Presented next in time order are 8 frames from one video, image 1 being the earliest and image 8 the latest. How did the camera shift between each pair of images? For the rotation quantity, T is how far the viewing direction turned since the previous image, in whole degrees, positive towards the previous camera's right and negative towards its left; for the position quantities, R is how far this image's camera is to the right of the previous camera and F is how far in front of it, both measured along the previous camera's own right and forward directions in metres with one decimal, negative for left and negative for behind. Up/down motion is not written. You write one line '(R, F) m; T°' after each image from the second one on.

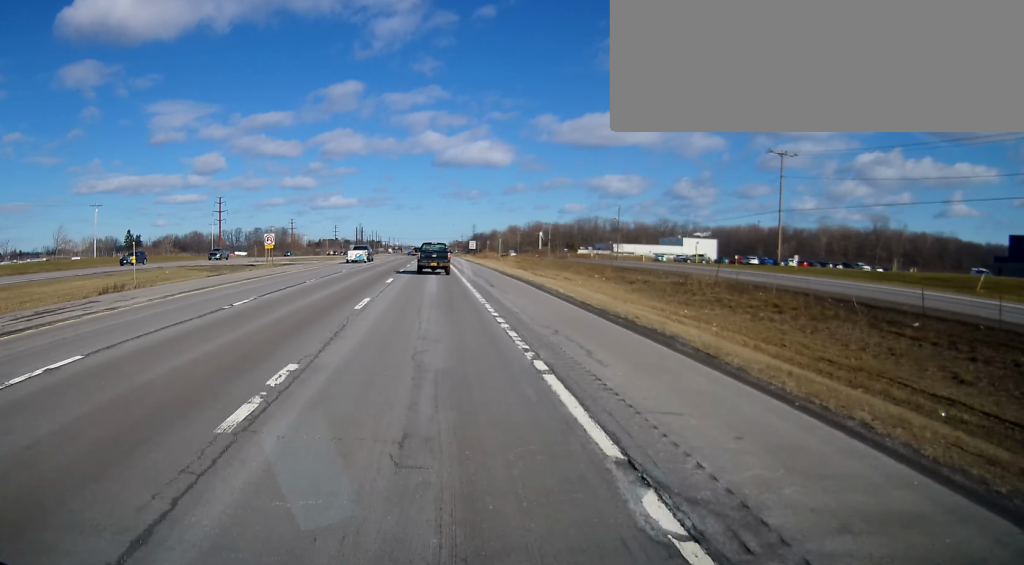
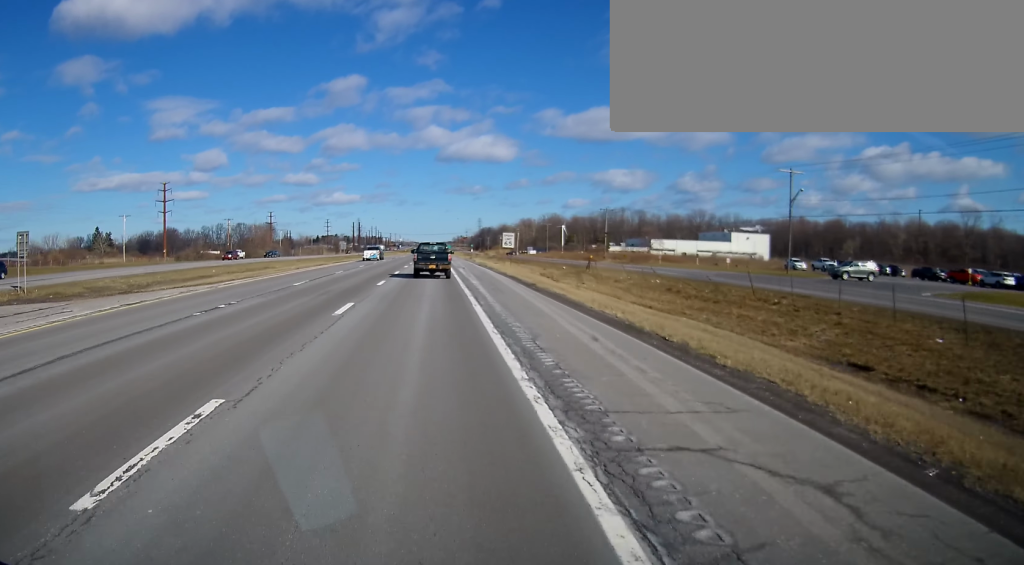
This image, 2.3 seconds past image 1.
(+0.2, +62.4) m; 0°
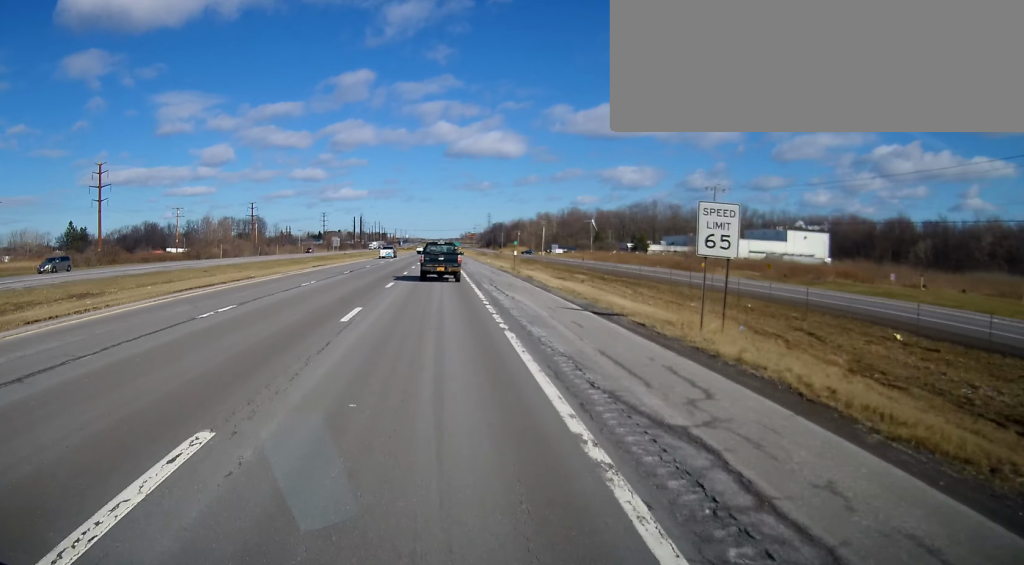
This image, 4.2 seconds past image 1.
(-0.3, +49.7) m; 0°
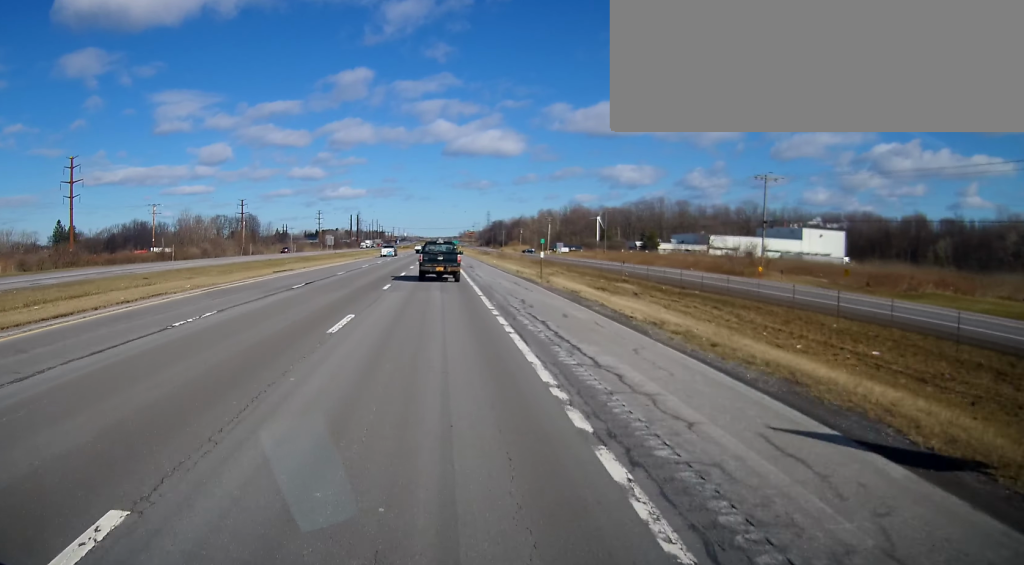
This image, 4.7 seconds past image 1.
(0.0, +14.2) m; 0°
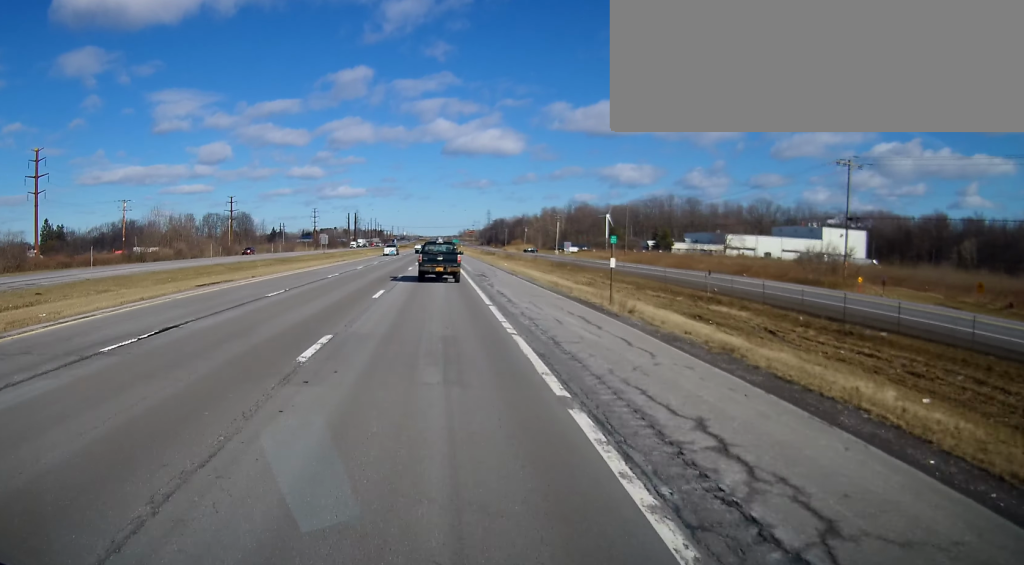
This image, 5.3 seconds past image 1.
(0.0, +16.0) m; 0°
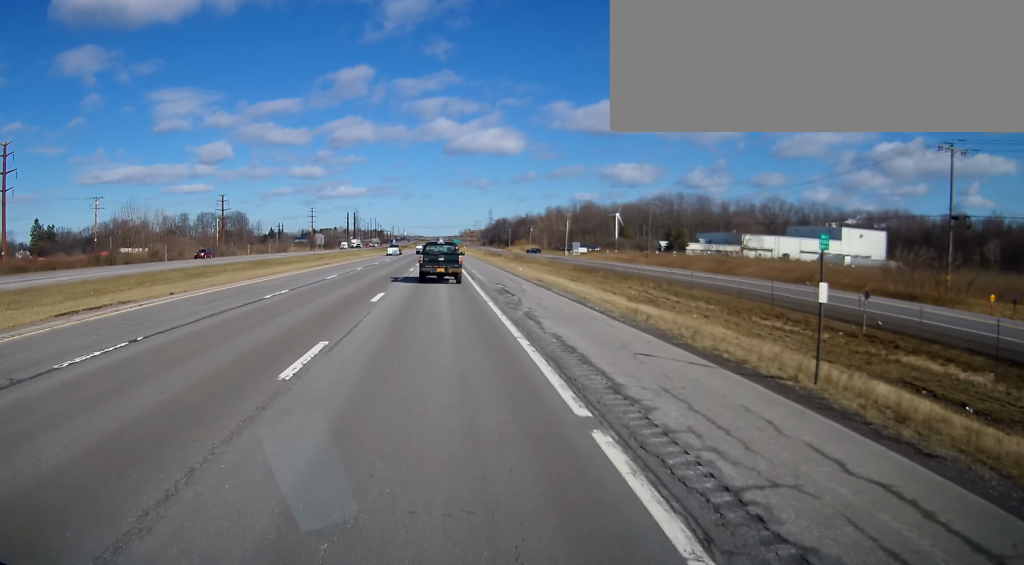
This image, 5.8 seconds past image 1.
(0.0, +13.3) m; 0°
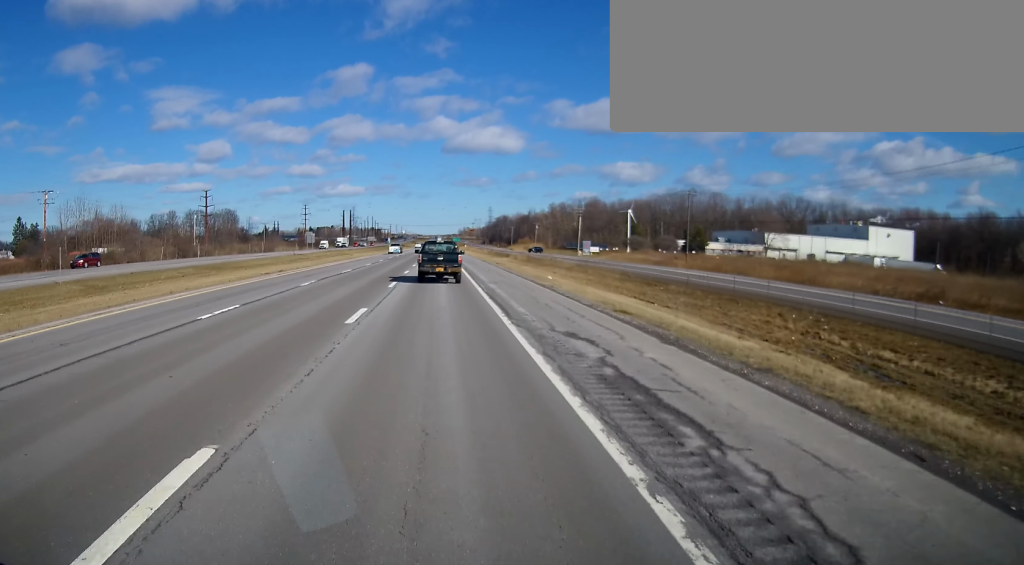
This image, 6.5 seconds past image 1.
(0.0, +18.5) m; 0°
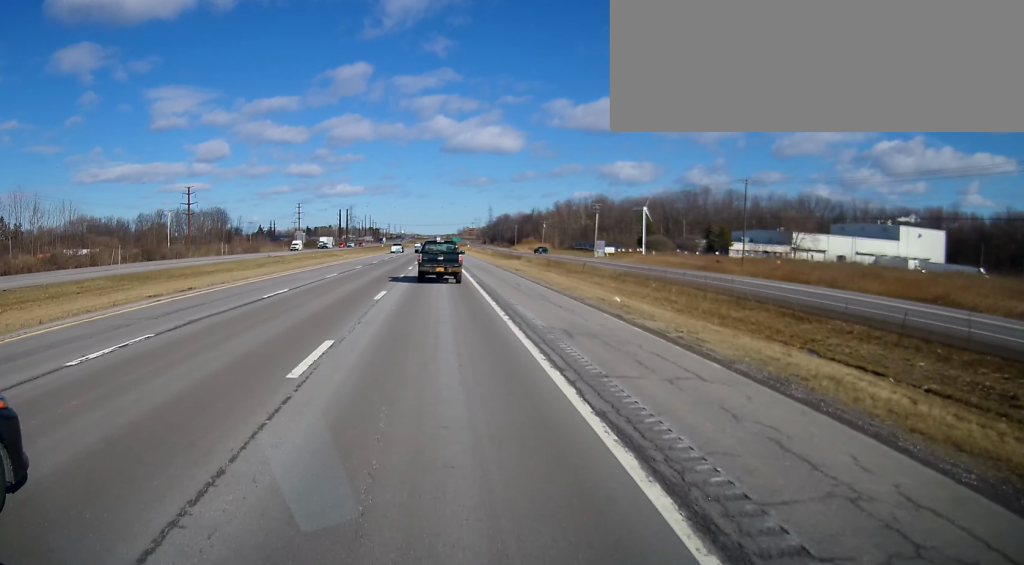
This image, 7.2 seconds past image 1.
(0.0, +18.3) m; 0°
